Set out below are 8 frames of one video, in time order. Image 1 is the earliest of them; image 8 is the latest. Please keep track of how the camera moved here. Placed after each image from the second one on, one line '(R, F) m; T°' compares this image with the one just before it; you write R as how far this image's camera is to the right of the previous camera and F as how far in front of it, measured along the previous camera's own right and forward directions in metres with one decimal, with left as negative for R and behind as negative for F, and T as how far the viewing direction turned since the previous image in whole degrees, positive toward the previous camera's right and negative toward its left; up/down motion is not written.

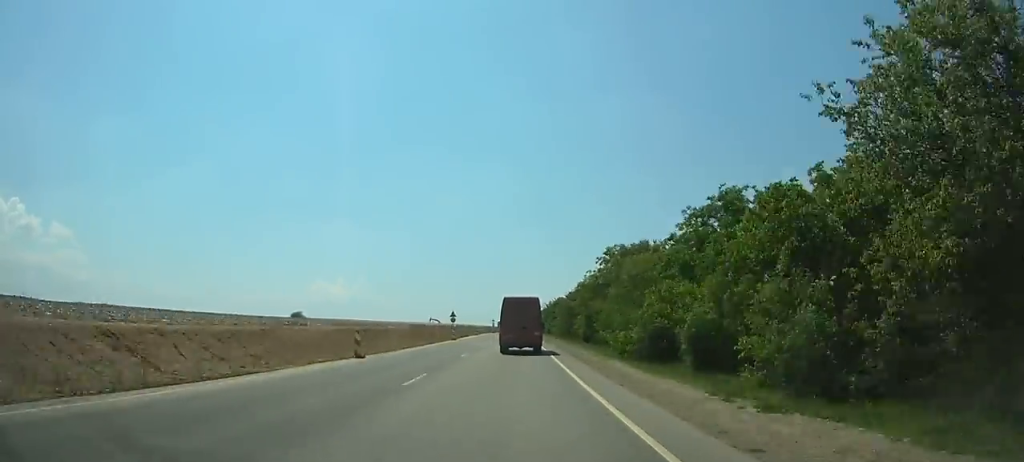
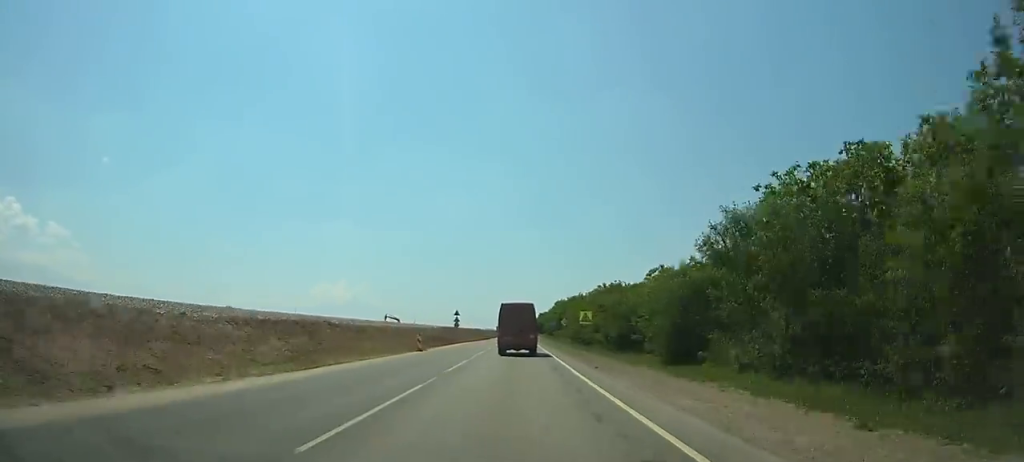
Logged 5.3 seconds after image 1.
(+0.7, +107.4) m; +1°
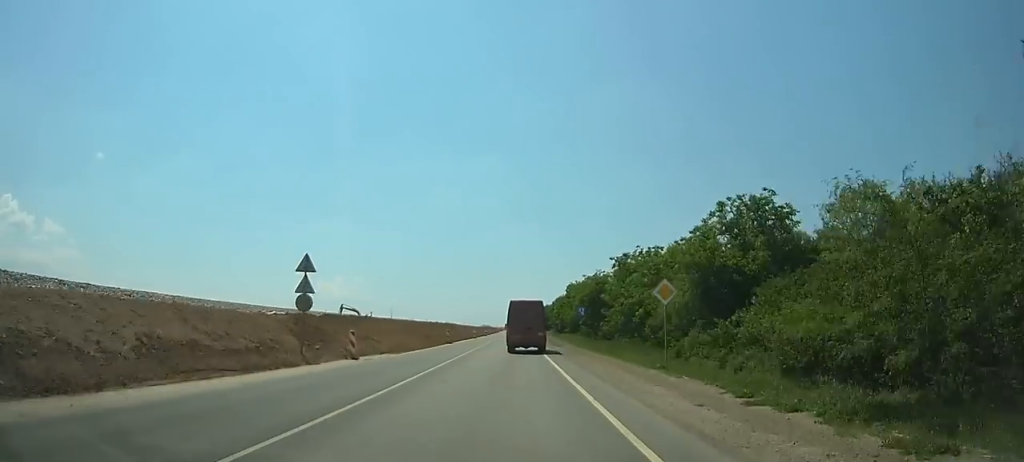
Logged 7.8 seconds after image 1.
(+0.1, +49.5) m; +1°
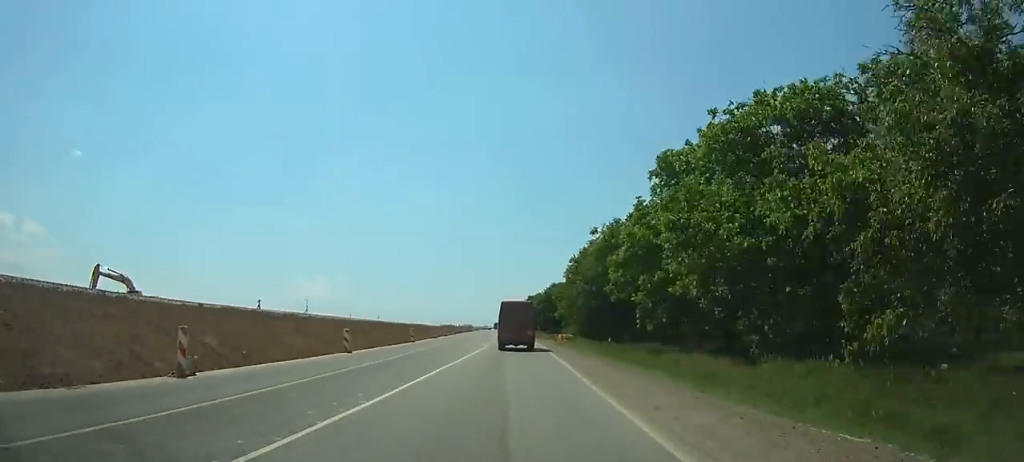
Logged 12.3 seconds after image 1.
(+1.2, +86.9) m; +2°
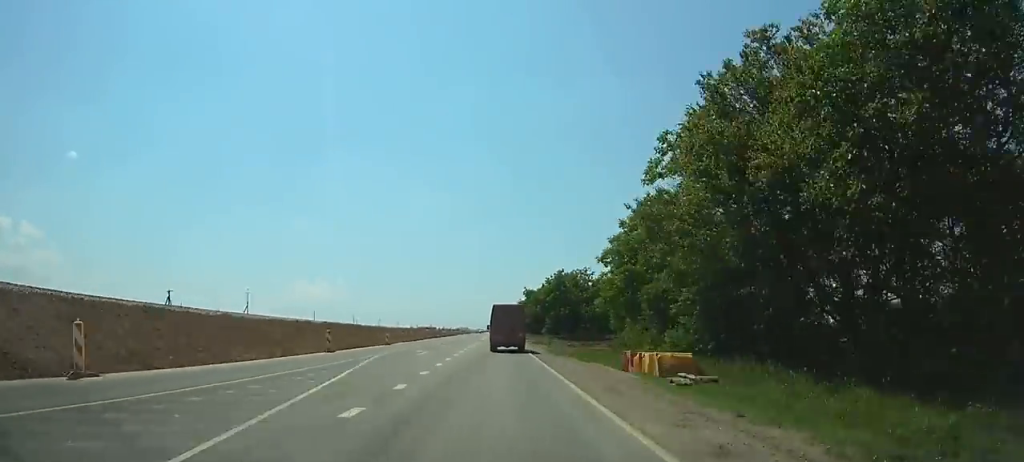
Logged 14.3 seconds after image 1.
(0.0, +39.0) m; -1°
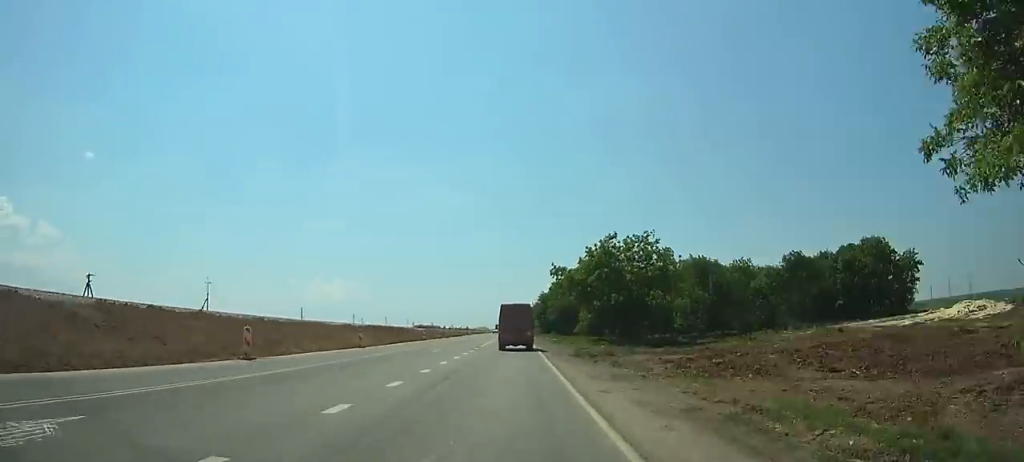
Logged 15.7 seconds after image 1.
(+0.1, +27.5) m; 0°
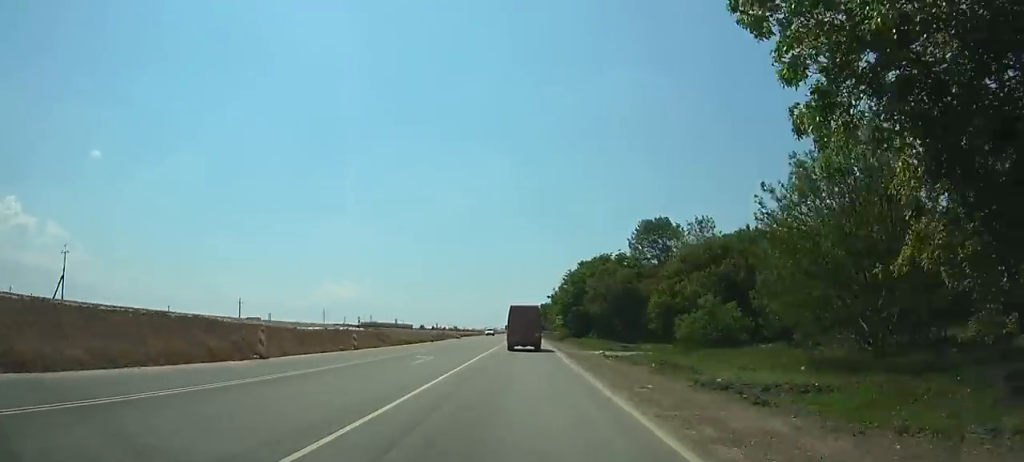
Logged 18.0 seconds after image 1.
(-0.6, +47.2) m; -1°
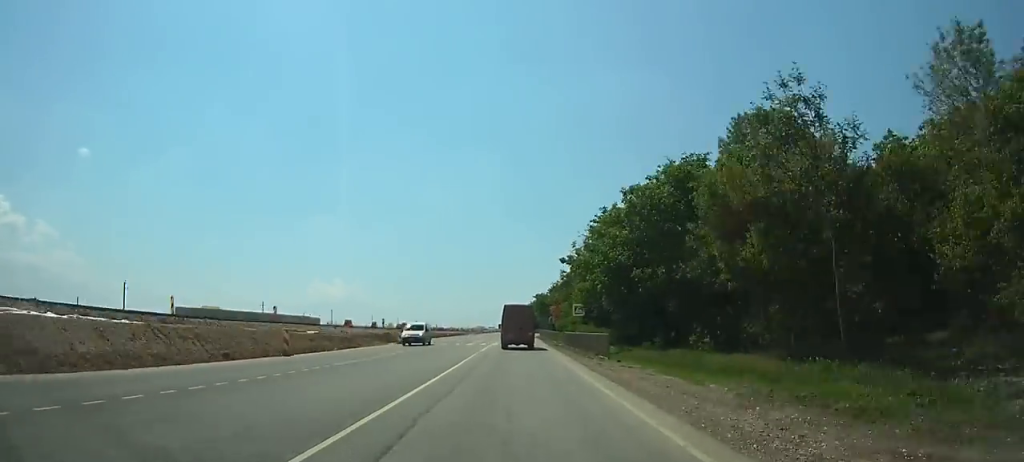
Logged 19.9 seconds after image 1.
(-0.2, +38.9) m; 0°
